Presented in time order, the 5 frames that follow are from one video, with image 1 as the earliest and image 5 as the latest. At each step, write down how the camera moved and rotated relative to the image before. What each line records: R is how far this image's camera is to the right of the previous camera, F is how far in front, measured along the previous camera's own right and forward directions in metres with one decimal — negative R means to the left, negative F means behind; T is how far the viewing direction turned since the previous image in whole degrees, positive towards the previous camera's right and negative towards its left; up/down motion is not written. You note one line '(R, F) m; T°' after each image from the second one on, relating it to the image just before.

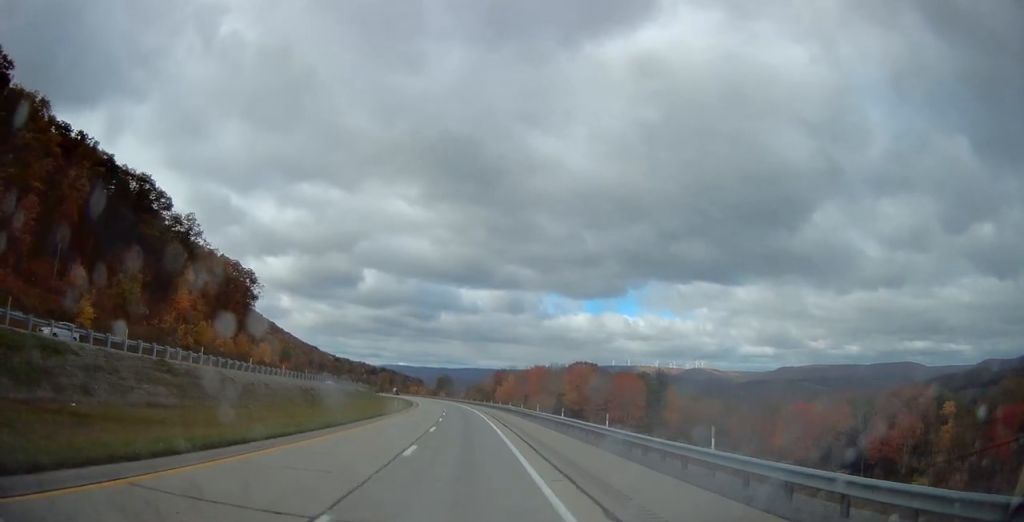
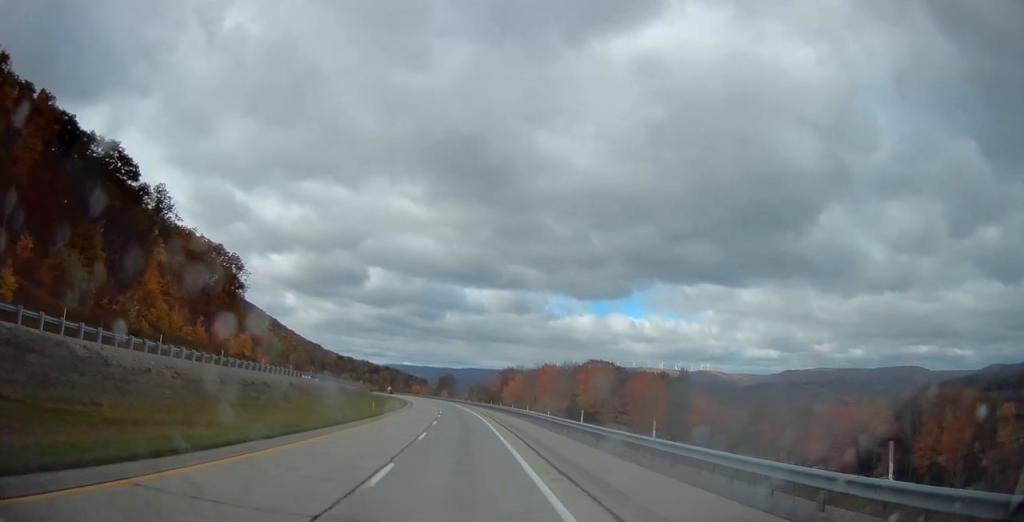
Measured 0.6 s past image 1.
(0.0, +18.1) m; 0°
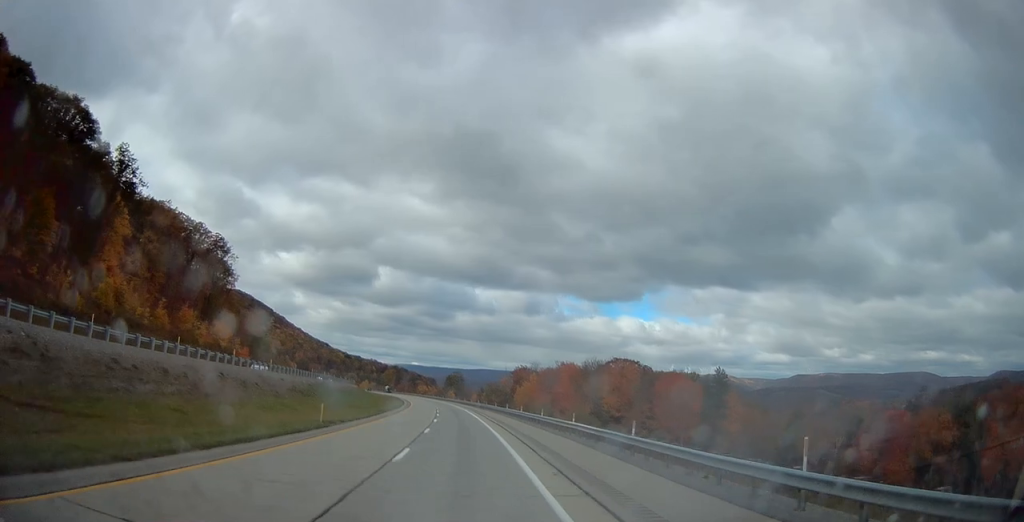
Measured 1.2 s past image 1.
(-0.1, +20.2) m; -1°
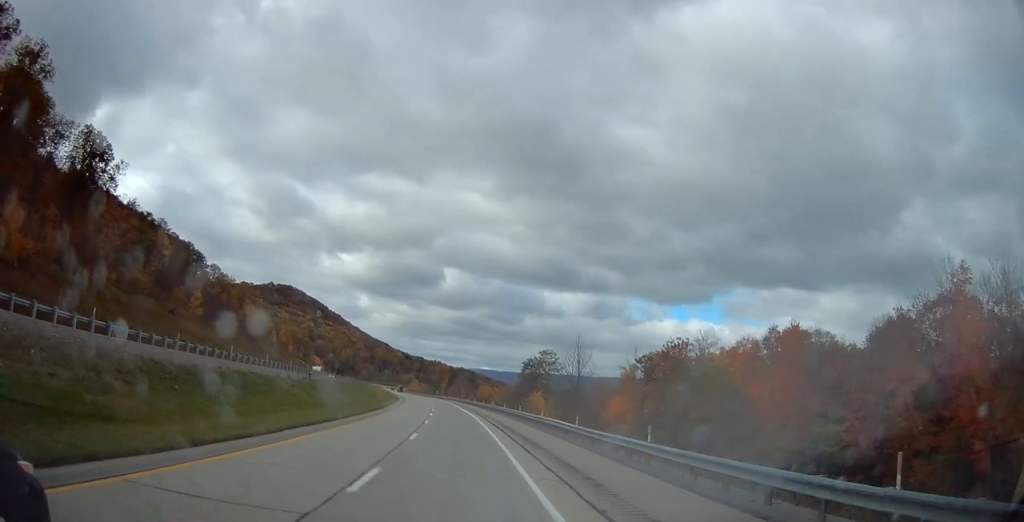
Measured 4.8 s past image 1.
(-6.5, +115.9) m; -7°
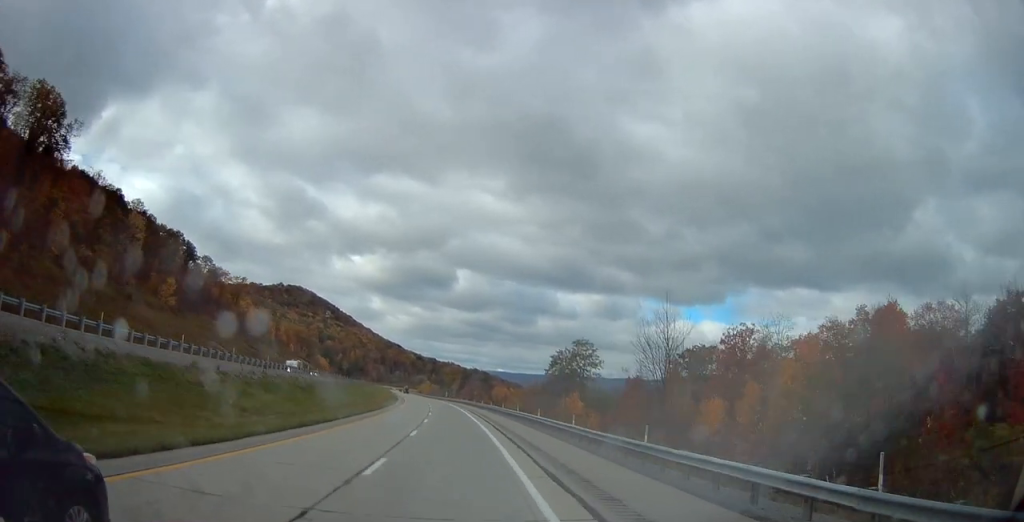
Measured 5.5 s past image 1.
(-0.3, +22.4) m; -1°
